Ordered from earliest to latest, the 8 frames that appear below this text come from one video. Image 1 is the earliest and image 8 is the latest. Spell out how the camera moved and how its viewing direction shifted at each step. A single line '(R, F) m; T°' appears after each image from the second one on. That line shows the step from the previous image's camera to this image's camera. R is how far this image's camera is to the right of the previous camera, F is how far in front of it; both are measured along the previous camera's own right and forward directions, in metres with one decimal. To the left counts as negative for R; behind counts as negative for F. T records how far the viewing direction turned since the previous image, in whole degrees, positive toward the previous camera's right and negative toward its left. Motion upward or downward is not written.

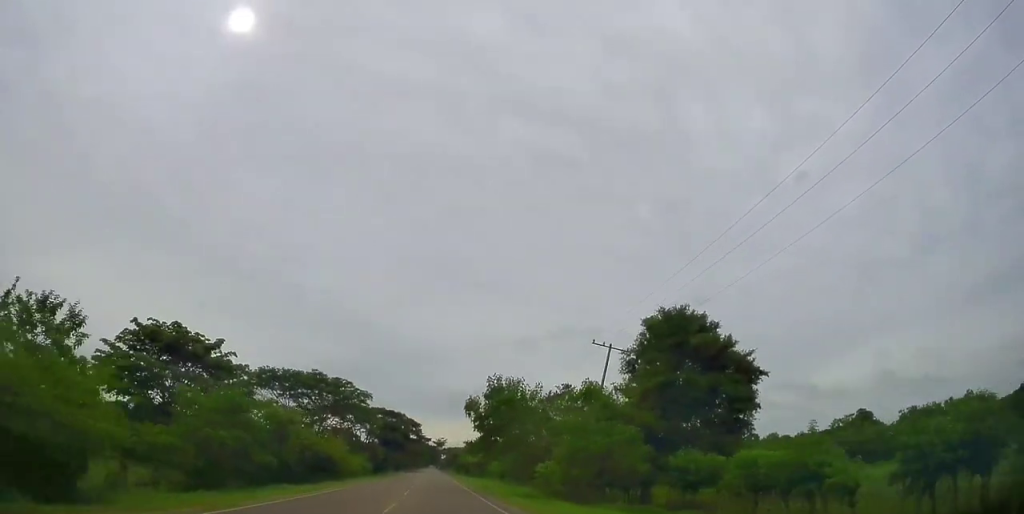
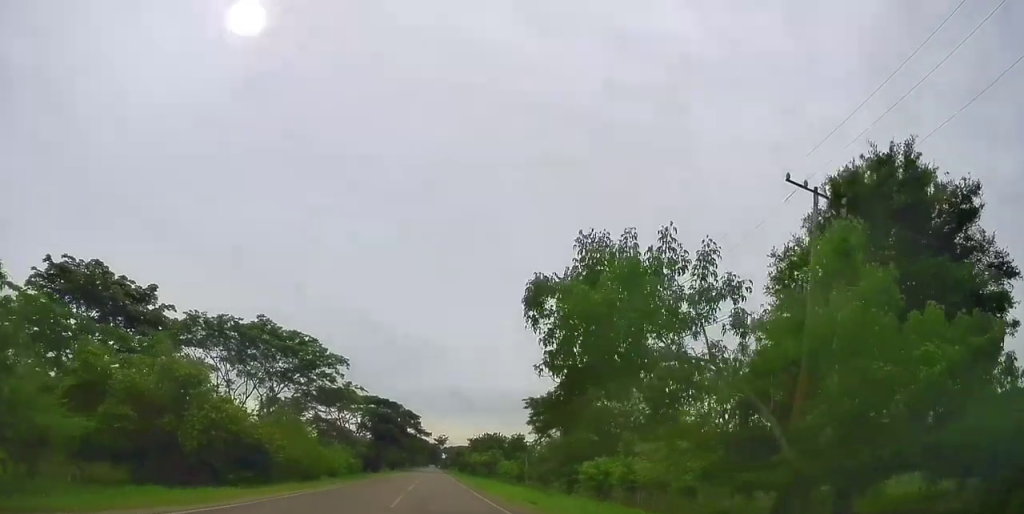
(0.0, +21.8) m; +1°
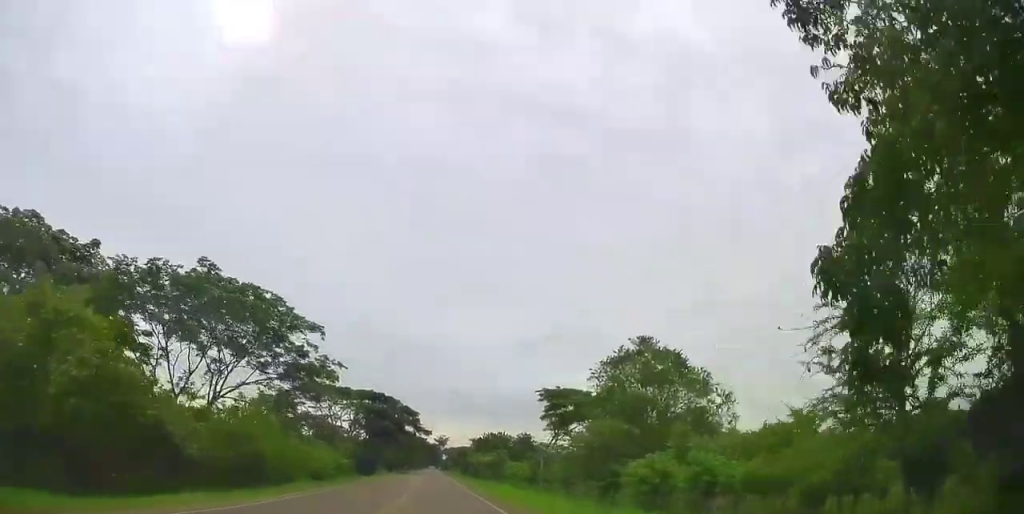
(-0.1, +11.7) m; +1°
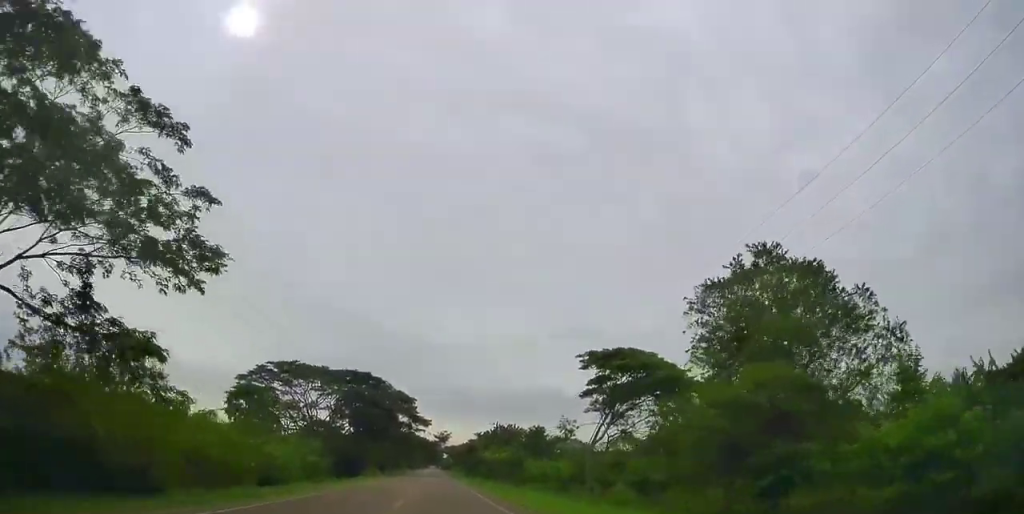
(+0.7, +23.3) m; +1°
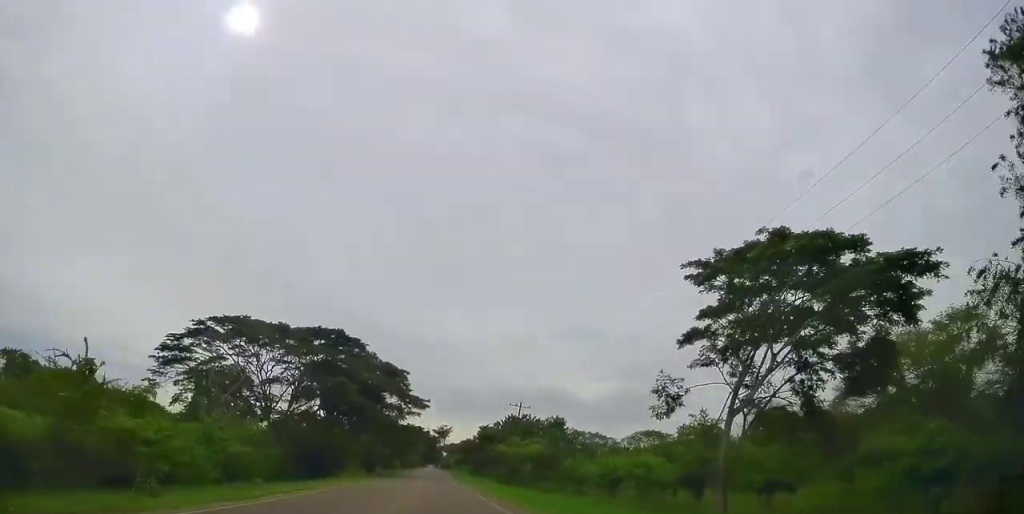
(-0.4, +26.0) m; -1°
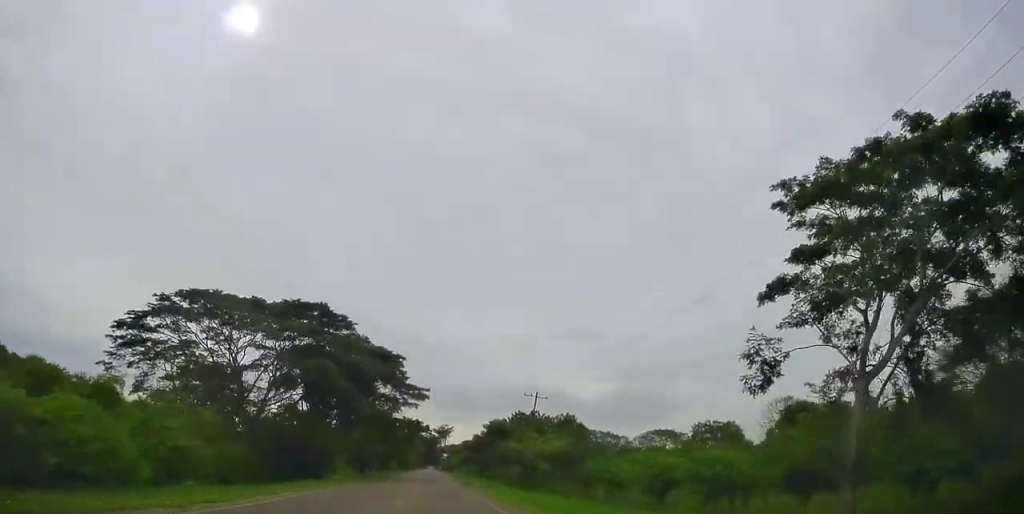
(+0.1, +10.2) m; 0°
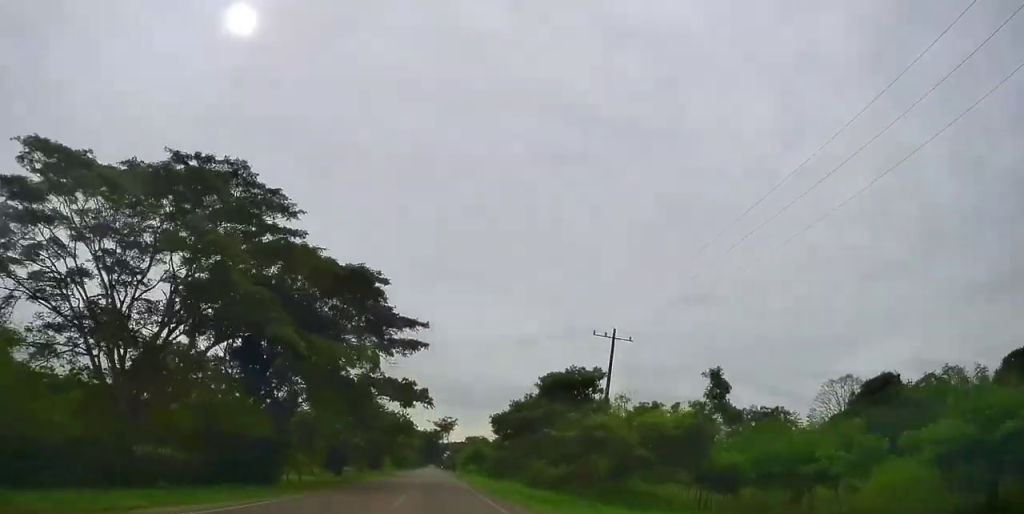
(-0.3, +24.7) m; -2°
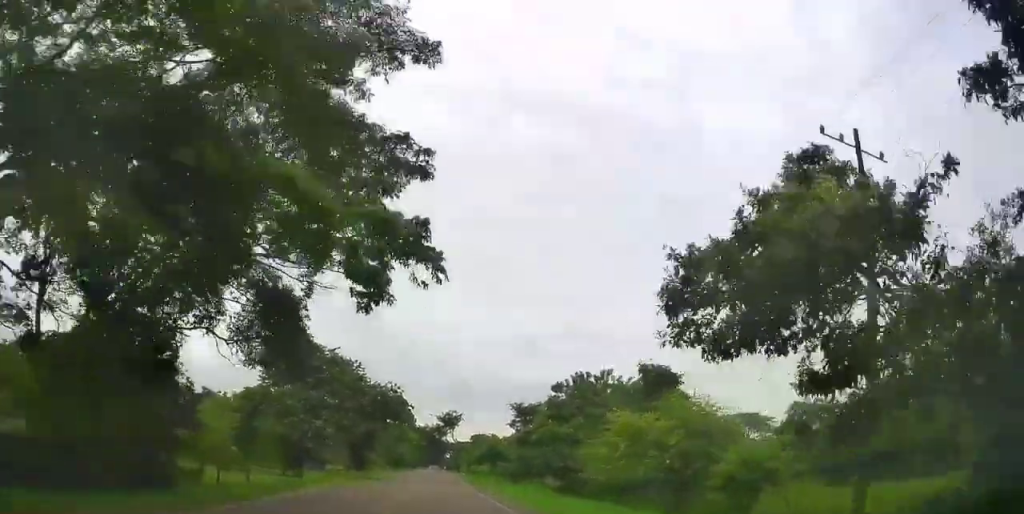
(-0.3, +21.5) m; +1°
